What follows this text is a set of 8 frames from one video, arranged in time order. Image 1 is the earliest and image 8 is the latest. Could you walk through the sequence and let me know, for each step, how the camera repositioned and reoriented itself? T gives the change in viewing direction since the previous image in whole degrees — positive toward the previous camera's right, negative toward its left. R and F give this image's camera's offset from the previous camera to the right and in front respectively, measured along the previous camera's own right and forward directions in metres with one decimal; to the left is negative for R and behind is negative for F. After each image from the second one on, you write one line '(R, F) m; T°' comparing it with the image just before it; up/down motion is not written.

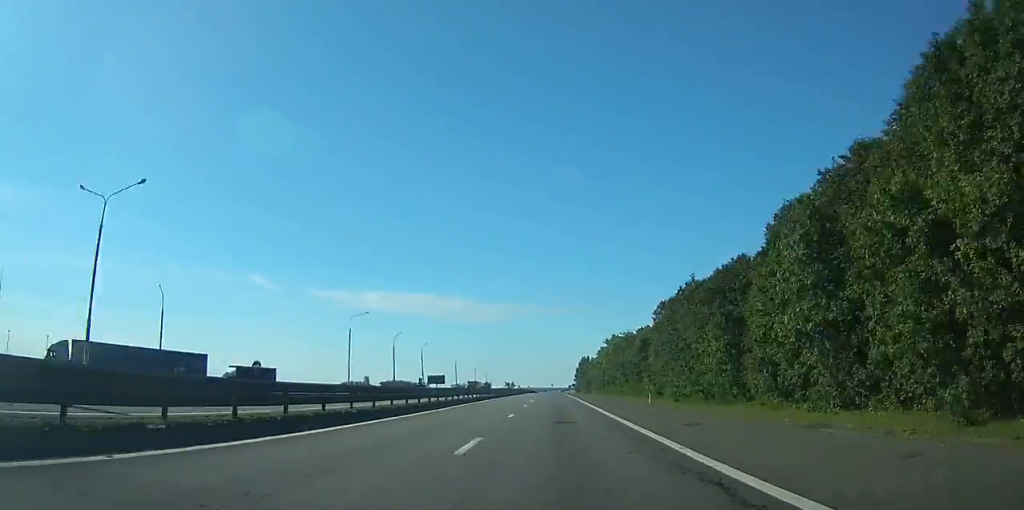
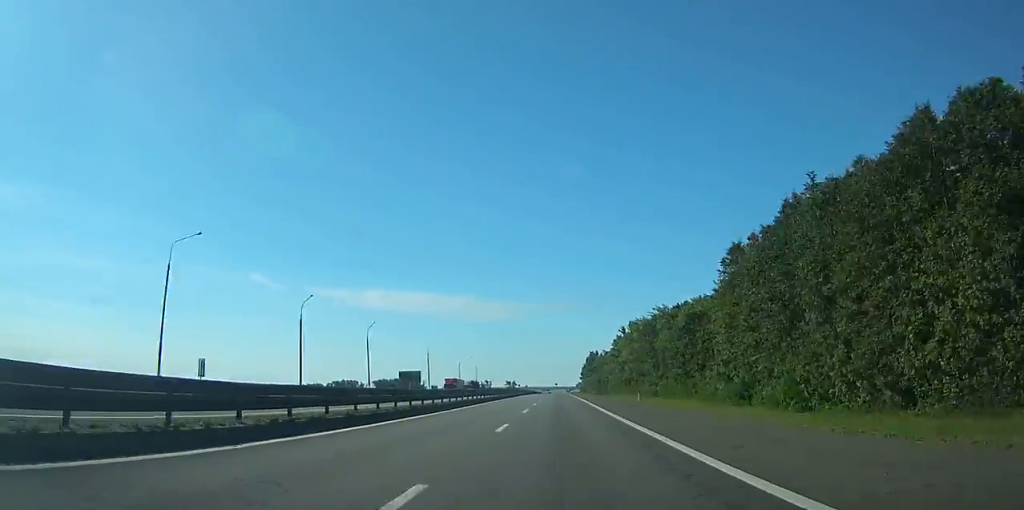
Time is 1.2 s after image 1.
(-0.2, +42.5) m; 0°
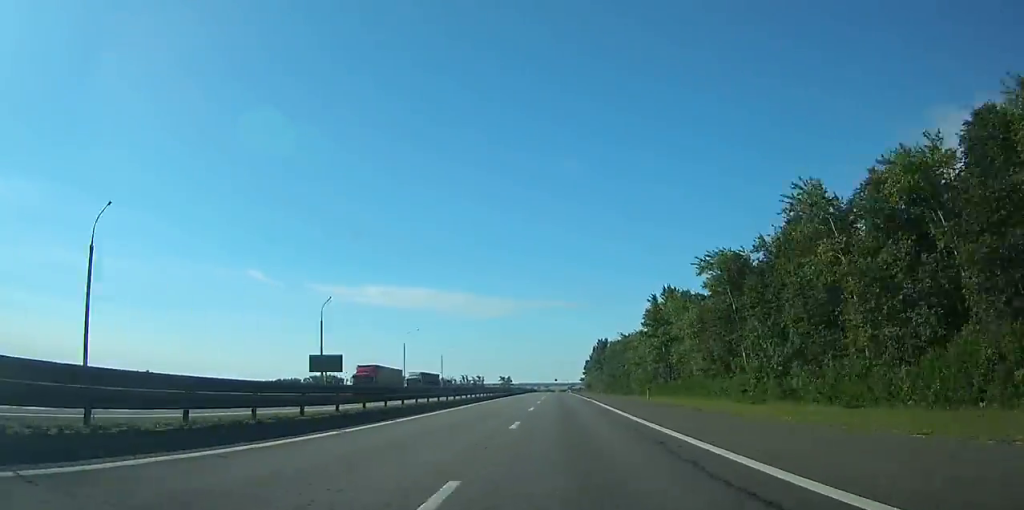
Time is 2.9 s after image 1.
(-0.2, +56.7) m; 0°
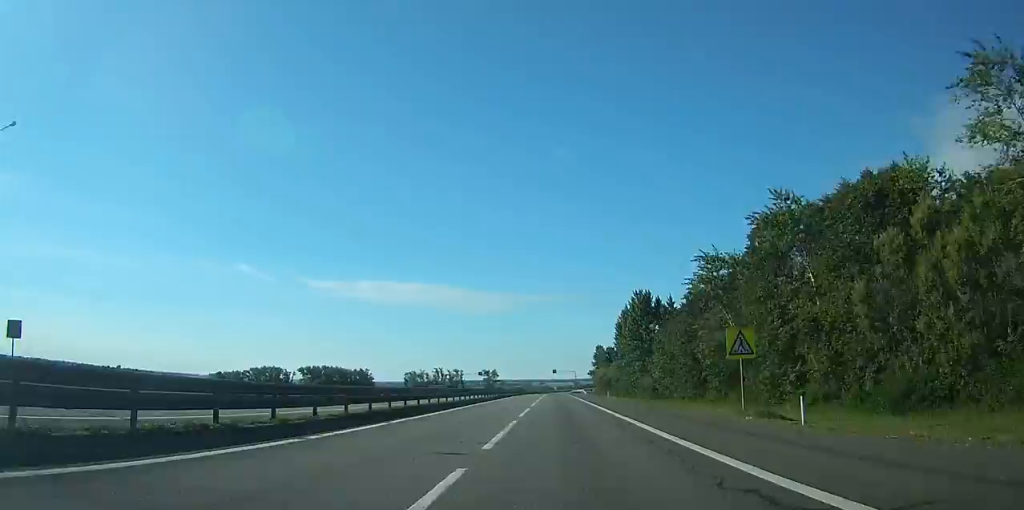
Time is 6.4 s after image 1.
(+0.1, +116.5) m; 0°
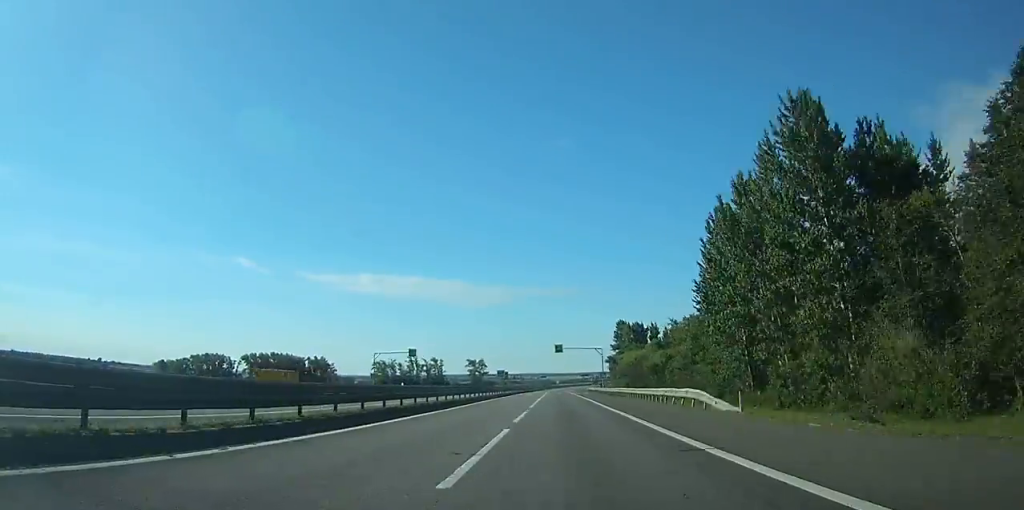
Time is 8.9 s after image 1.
(0.0, +86.5) m; 0°
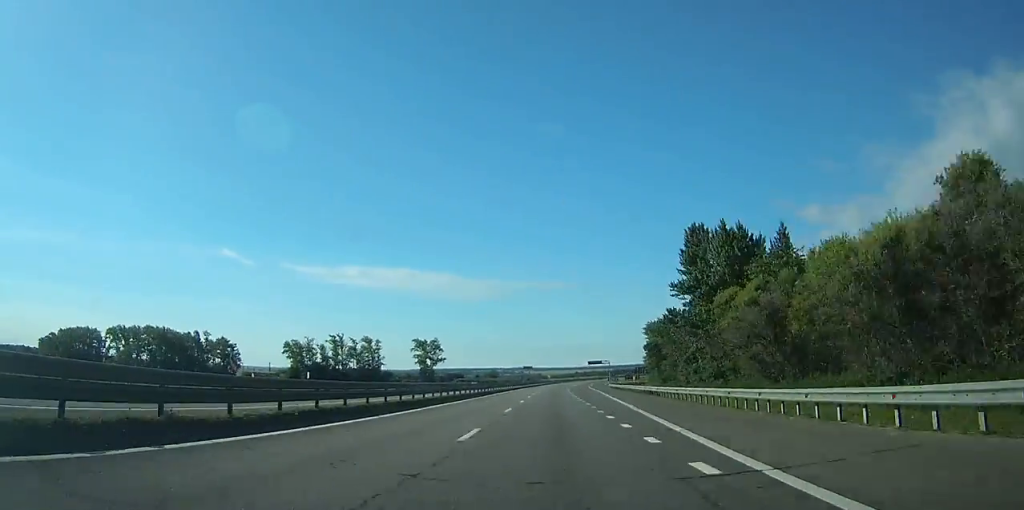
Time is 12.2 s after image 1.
(+0.3, +121.0) m; +1°
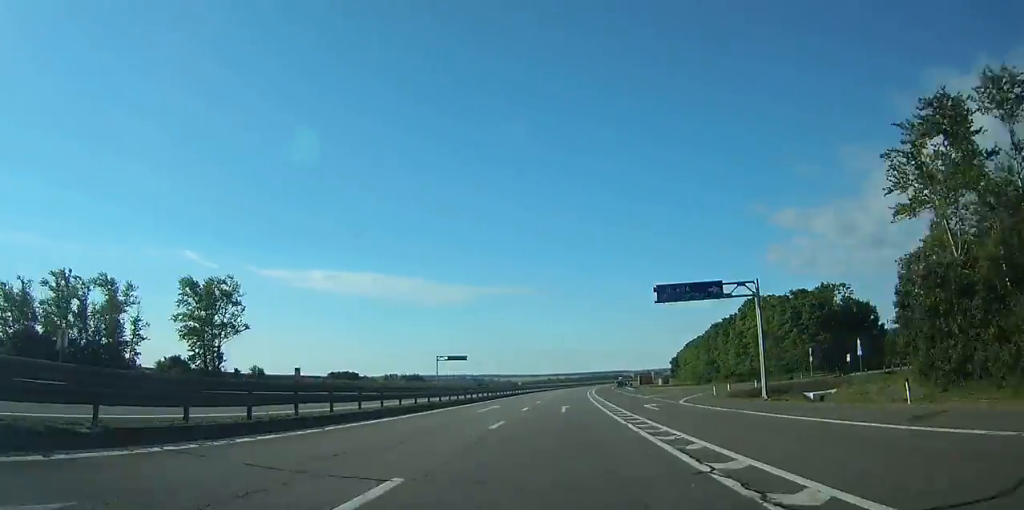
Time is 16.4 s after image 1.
(+3.3, +142.4) m; +3°
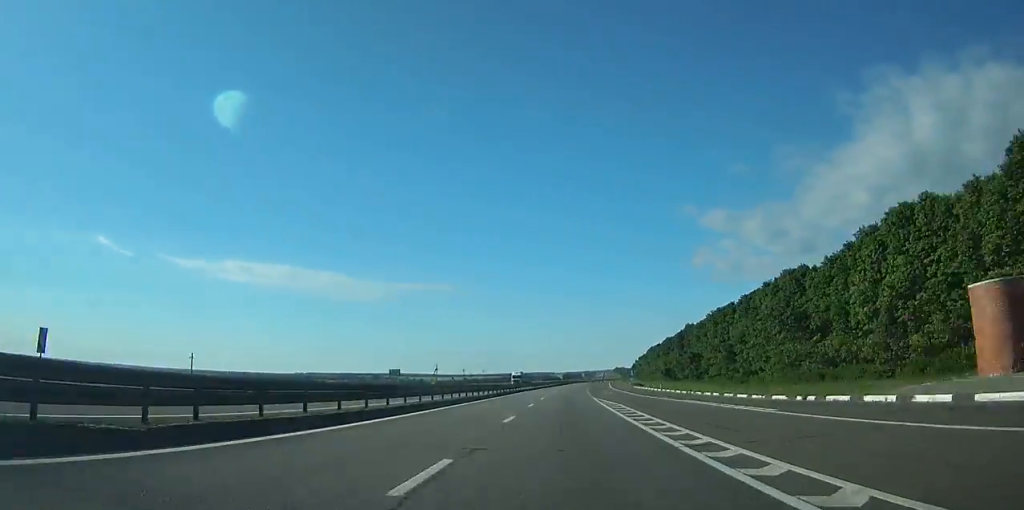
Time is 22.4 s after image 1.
(+11.5, +188.4) m; +7°
